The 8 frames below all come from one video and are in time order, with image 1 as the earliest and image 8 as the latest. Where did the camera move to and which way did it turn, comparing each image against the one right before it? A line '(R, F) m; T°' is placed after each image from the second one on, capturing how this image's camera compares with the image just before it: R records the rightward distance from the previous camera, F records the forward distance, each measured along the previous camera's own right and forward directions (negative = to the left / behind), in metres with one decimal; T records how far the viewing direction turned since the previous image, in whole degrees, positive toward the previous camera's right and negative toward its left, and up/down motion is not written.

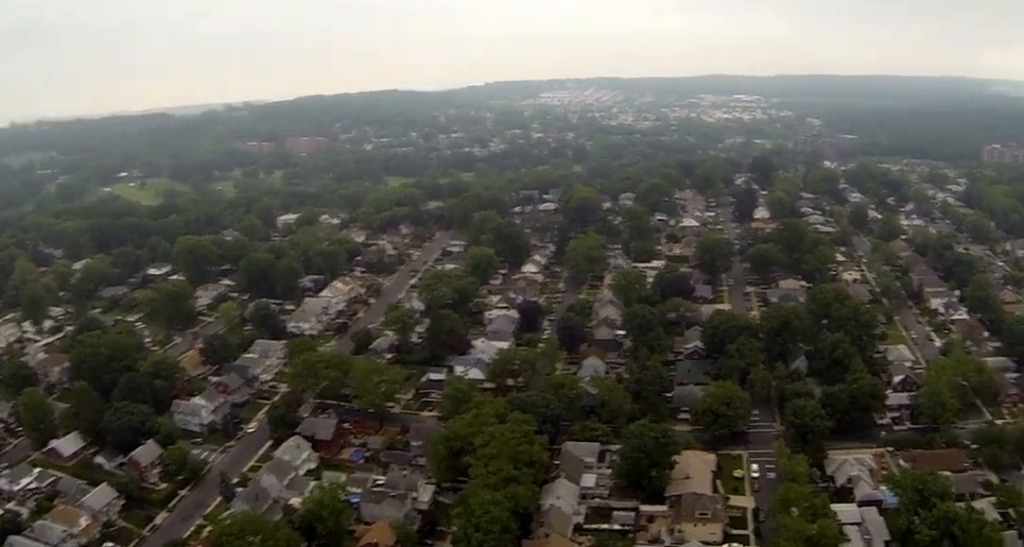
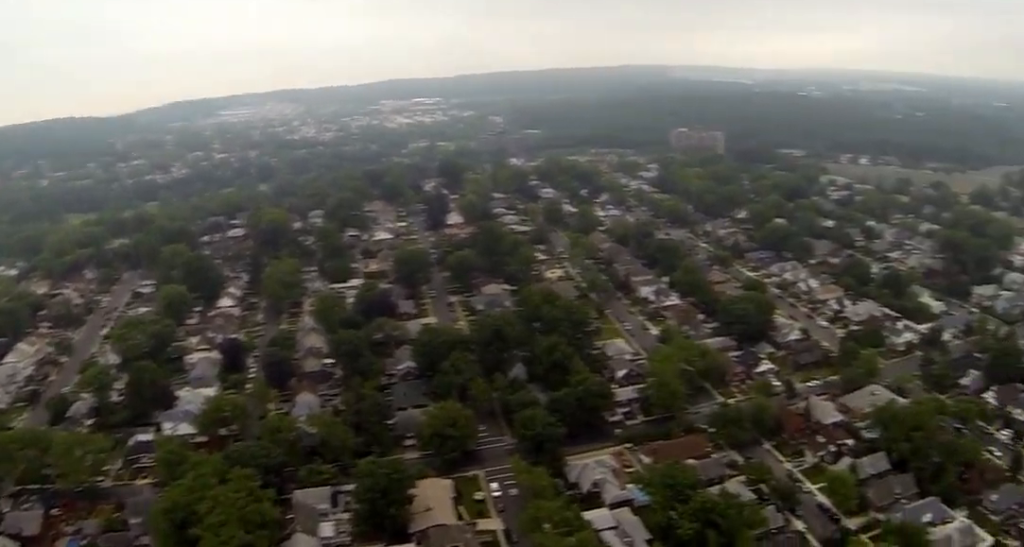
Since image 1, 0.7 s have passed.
(+1.3, +9.7) m; +18°
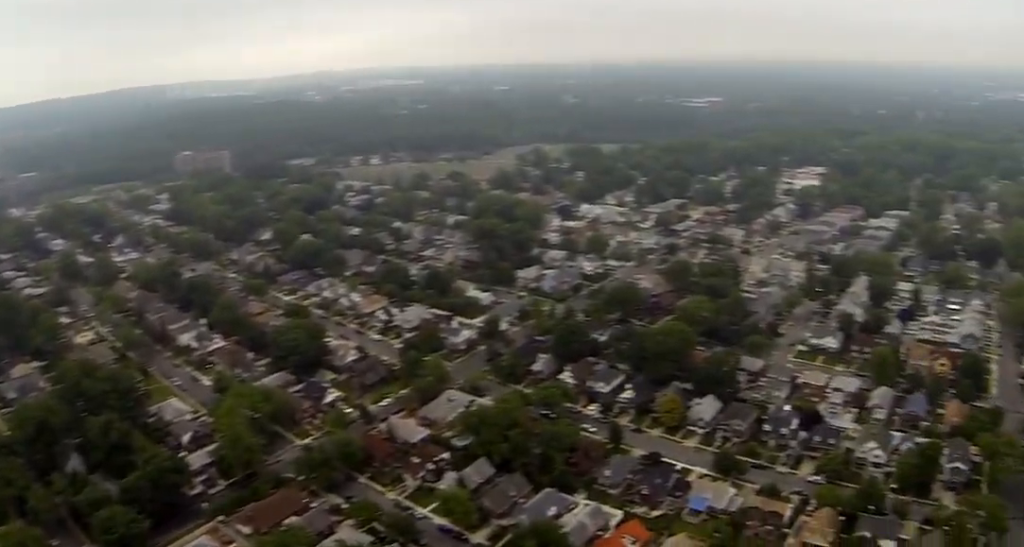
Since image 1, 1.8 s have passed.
(+3.2, +14.1) m; +22°
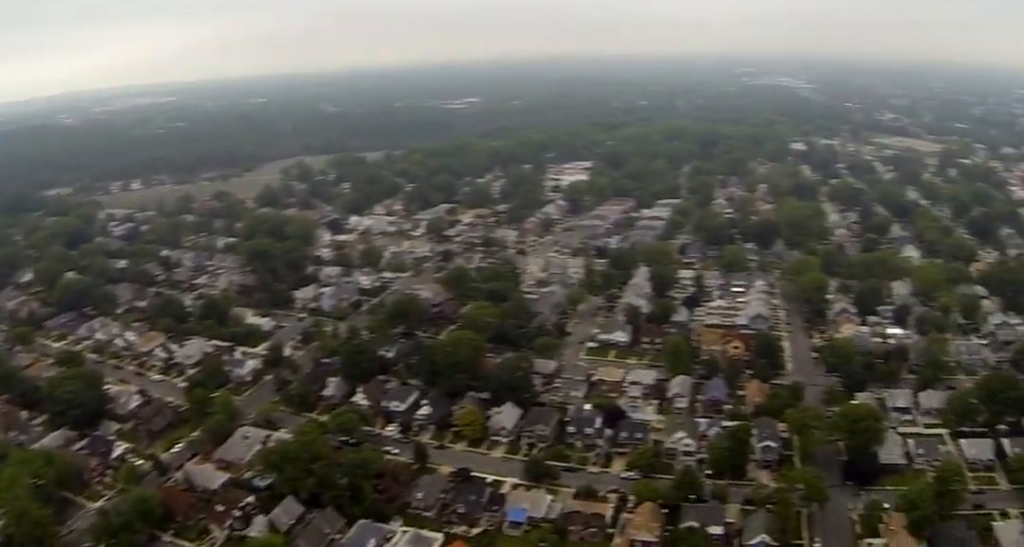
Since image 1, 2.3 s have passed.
(+1.5, +7.4) m; +4°
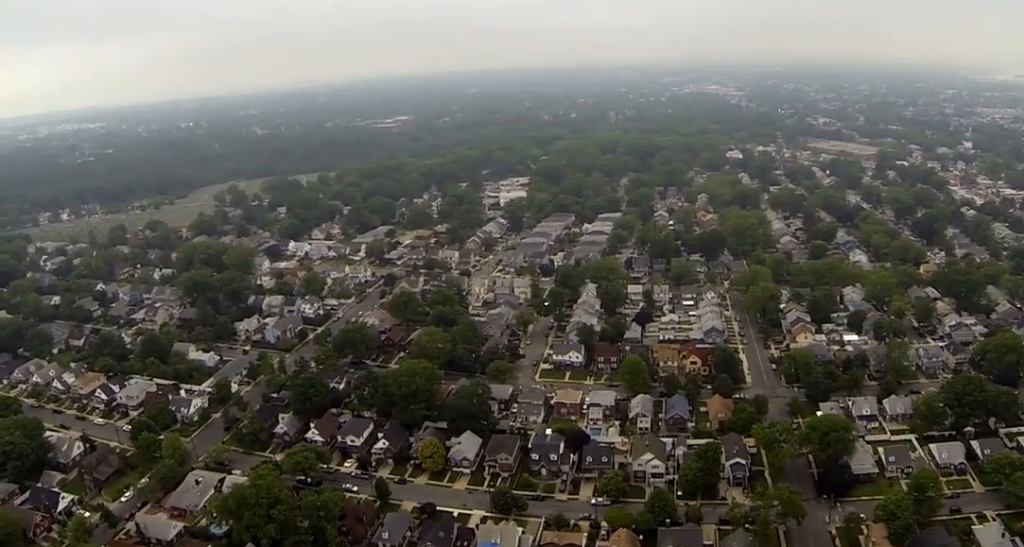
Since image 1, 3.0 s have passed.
(0.0, +9.2) m; +3°
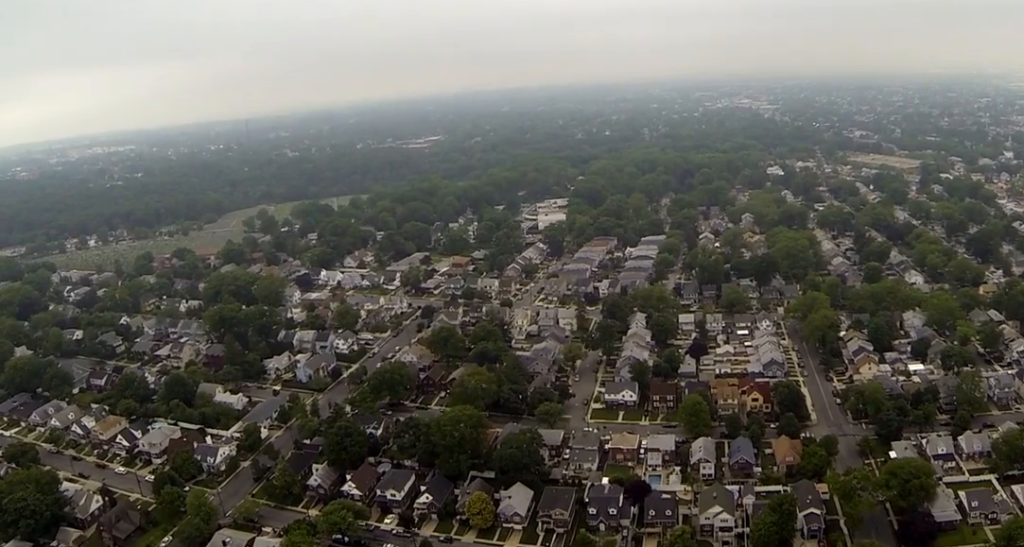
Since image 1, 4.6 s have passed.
(+1.6, +22.9) m; +12°
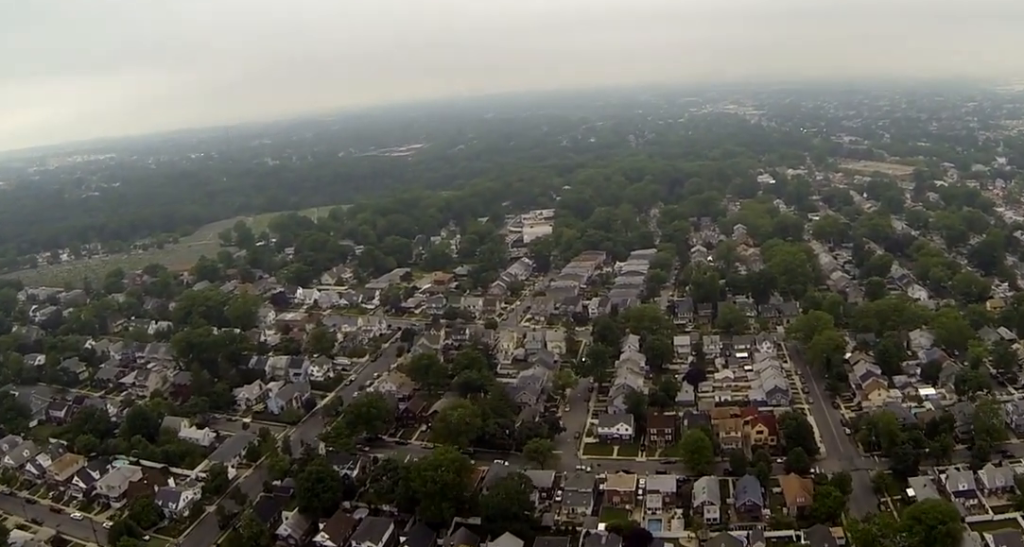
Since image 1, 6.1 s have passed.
(+1.5, +23.8) m; +5°
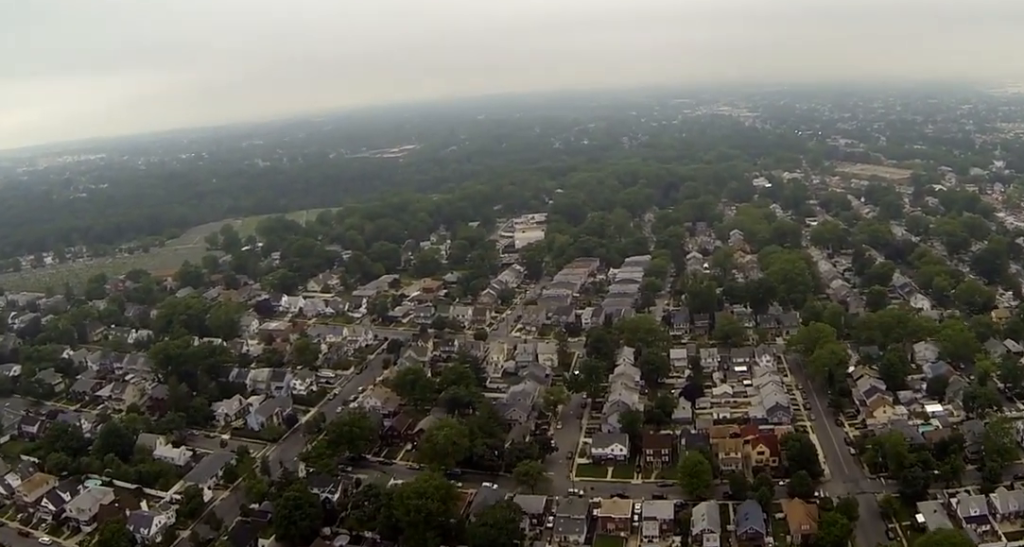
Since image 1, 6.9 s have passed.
(+0.1, +13.6) m; 0°
